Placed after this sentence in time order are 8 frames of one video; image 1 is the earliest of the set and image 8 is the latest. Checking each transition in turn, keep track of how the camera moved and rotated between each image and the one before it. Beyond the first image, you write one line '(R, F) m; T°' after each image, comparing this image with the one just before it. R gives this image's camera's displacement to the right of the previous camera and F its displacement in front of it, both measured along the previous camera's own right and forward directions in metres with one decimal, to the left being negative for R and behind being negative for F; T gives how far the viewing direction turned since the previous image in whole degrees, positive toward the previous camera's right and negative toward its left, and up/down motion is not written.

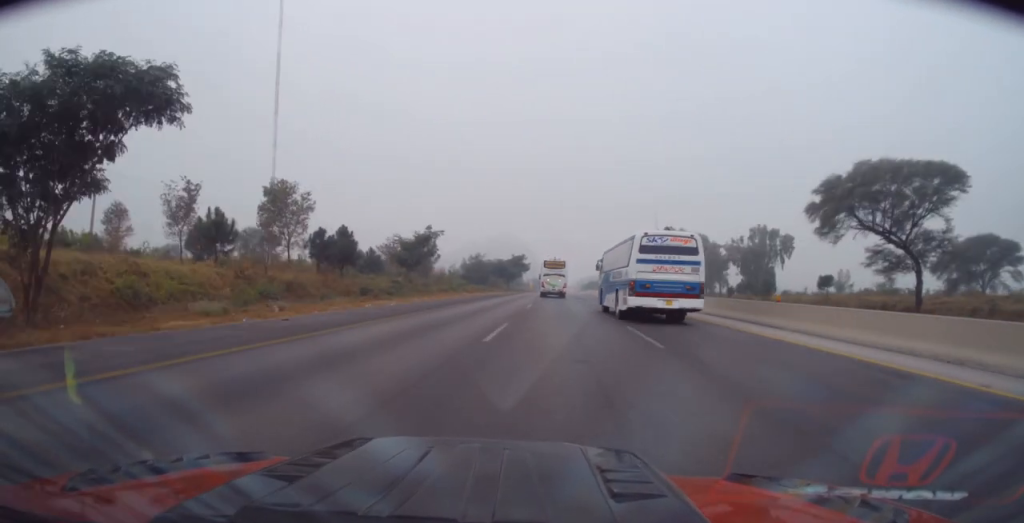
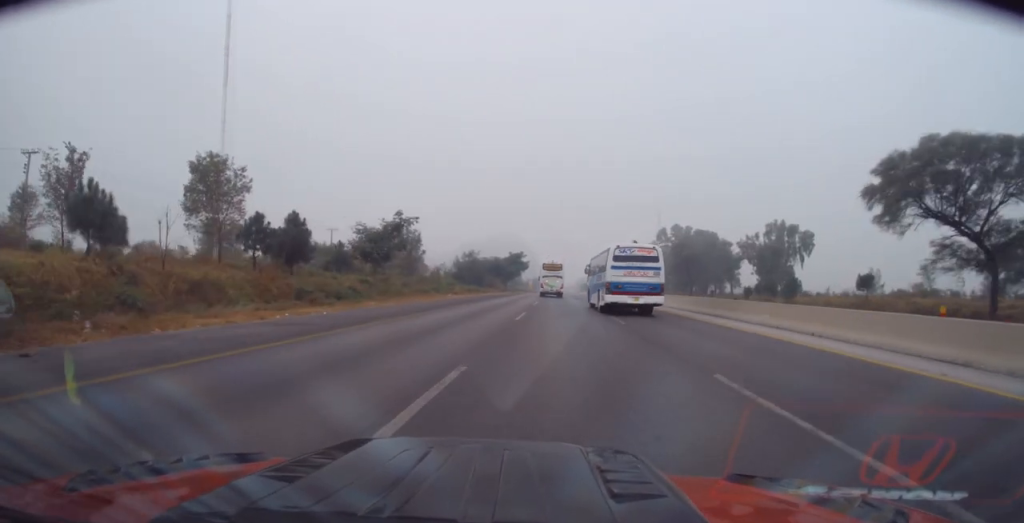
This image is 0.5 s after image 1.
(0.0, +9.9) m; +1°
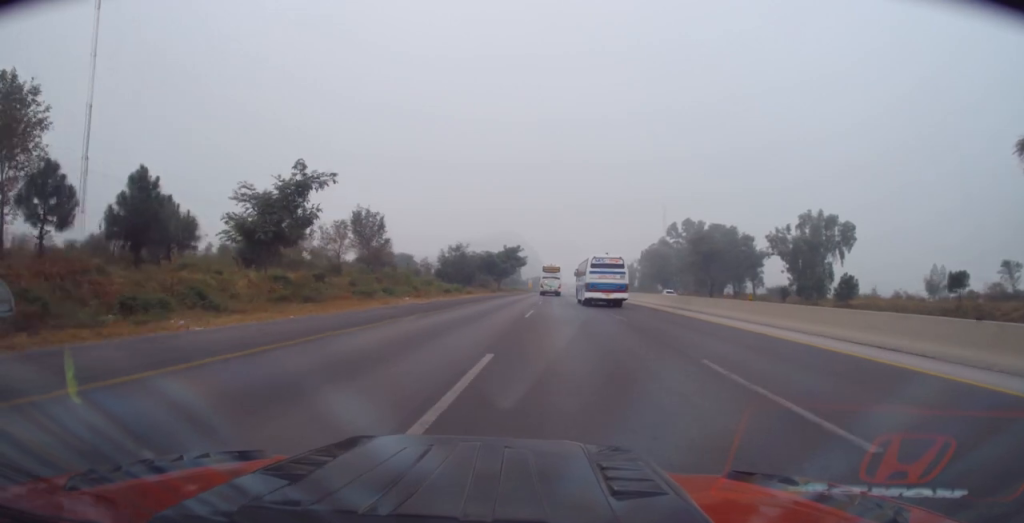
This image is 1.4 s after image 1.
(+0.2, +16.2) m; 0°
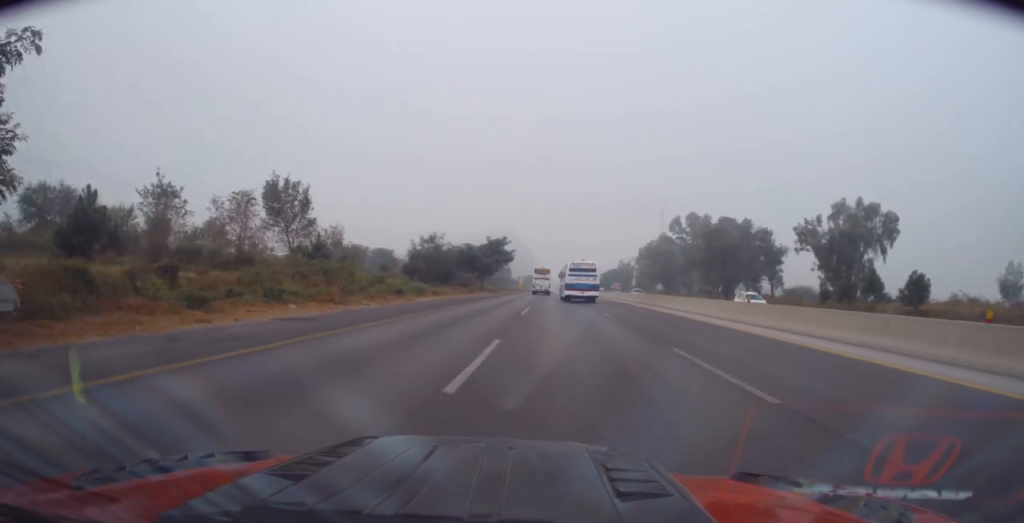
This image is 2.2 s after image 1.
(+0.1, +15.7) m; 0°
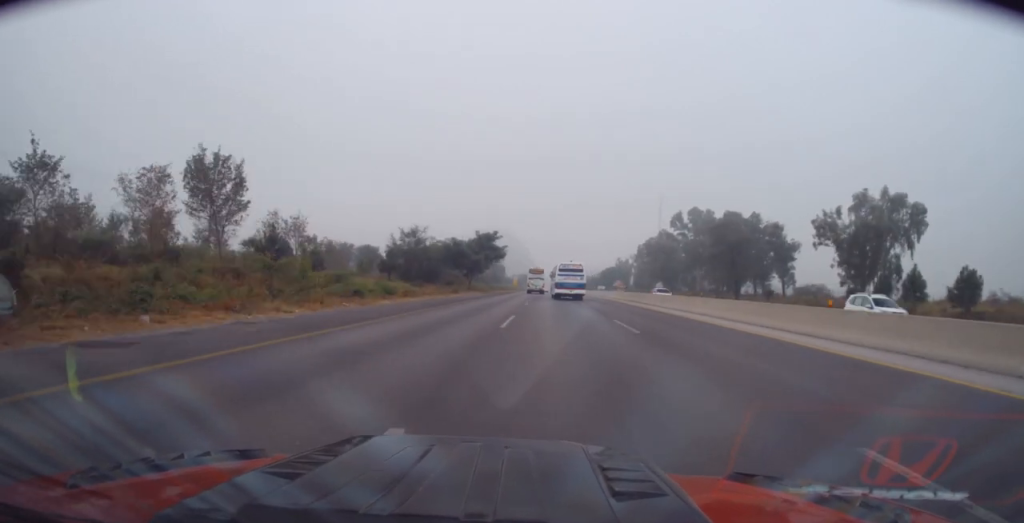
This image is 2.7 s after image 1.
(-0.1, +8.2) m; 0°
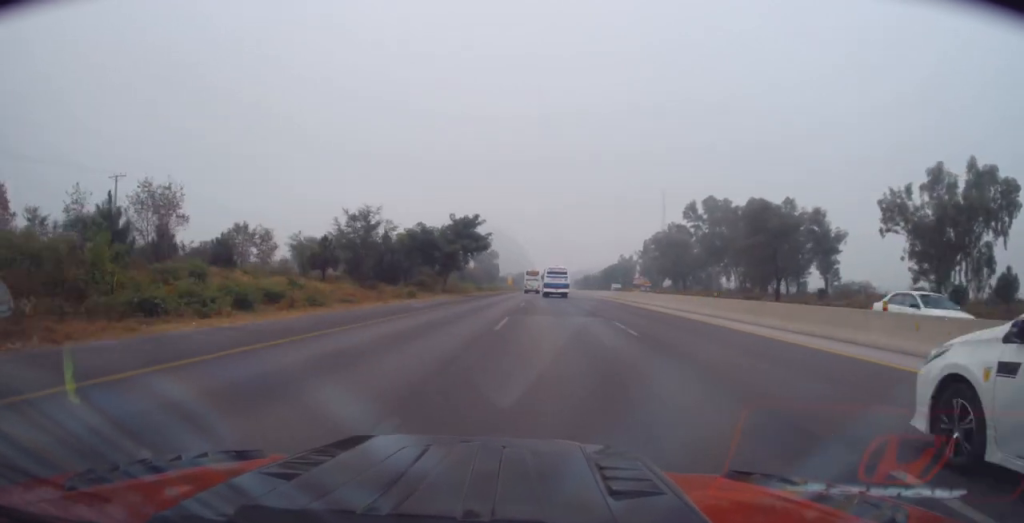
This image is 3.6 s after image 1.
(-0.1, +18.6) m; 0°
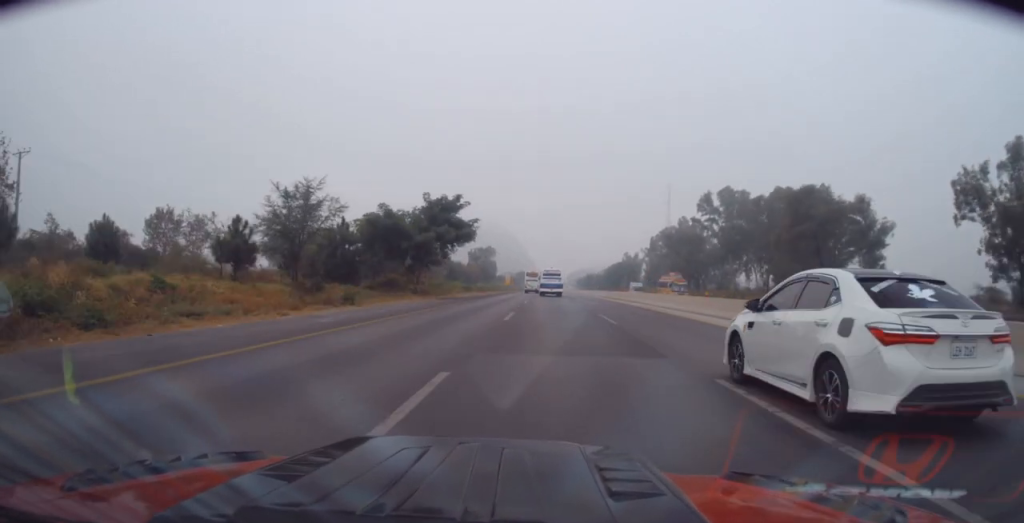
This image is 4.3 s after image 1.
(0.0, +13.7) m; 0°
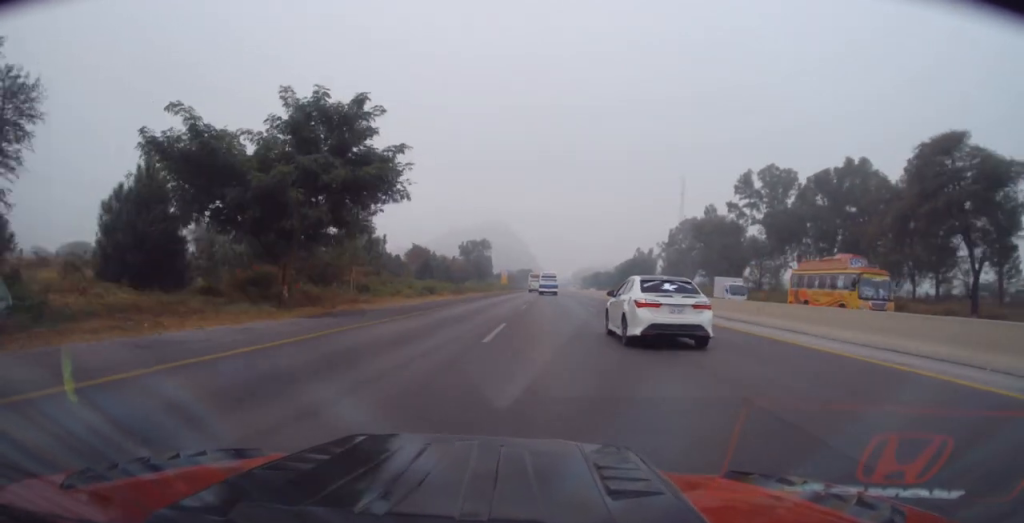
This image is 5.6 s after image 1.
(0.0, +25.8) m; +1°
